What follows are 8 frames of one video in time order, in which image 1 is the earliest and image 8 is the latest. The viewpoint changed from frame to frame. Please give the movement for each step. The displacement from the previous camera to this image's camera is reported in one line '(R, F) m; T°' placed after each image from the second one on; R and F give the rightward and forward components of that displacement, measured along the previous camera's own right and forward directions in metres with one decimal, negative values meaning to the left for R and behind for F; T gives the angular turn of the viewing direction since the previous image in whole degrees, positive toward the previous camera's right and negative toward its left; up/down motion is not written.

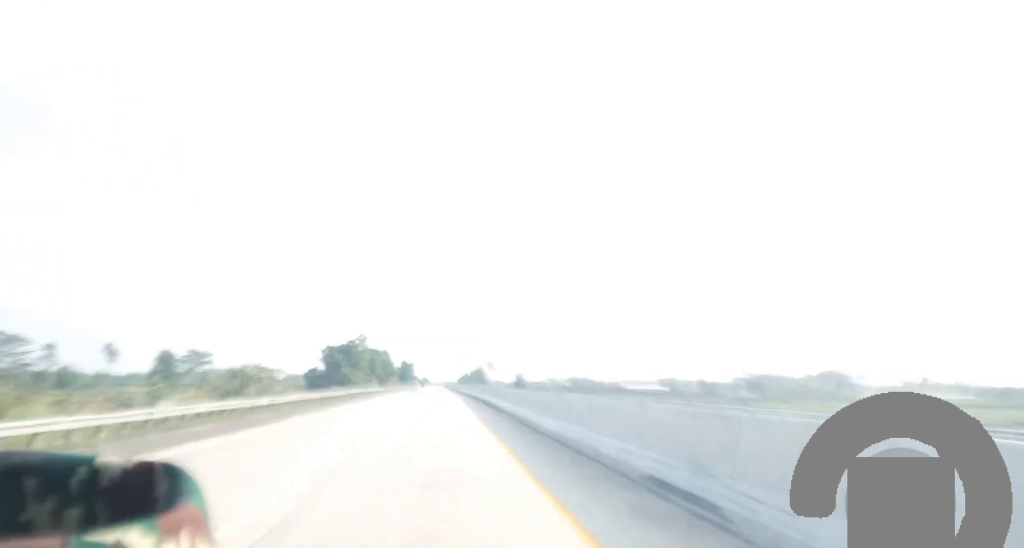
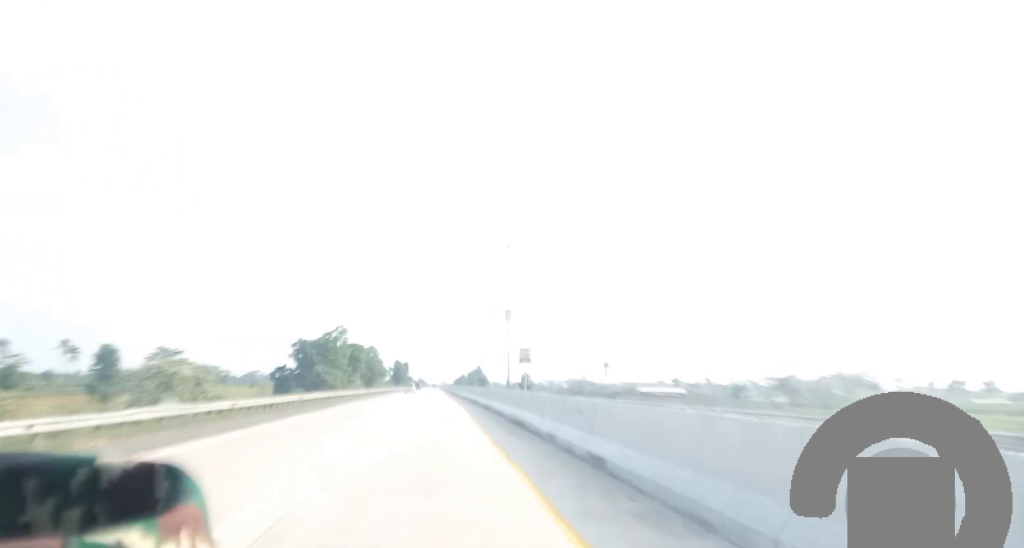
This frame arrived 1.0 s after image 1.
(-0.1, +27.7) m; -1°
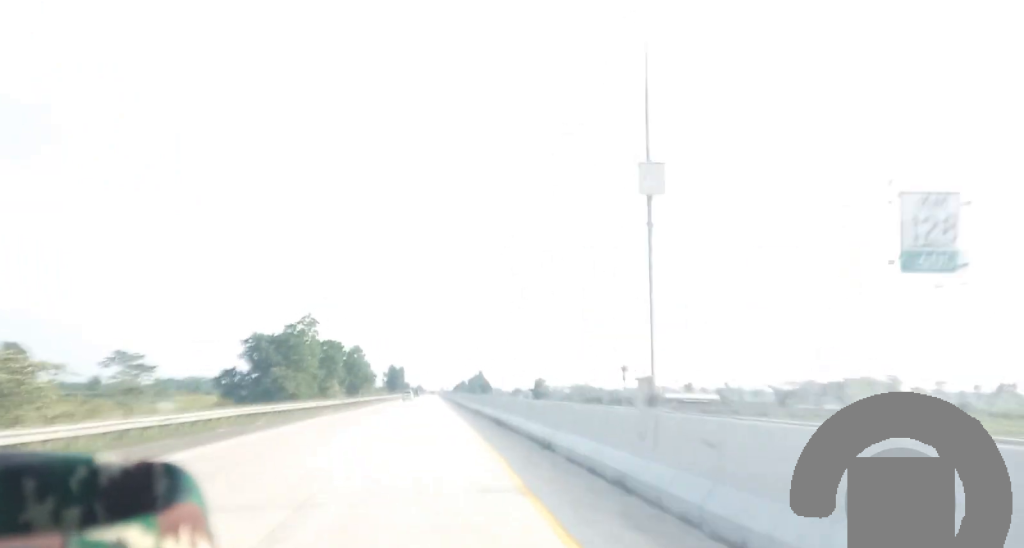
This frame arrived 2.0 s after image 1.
(-0.2, +28.8) m; -1°
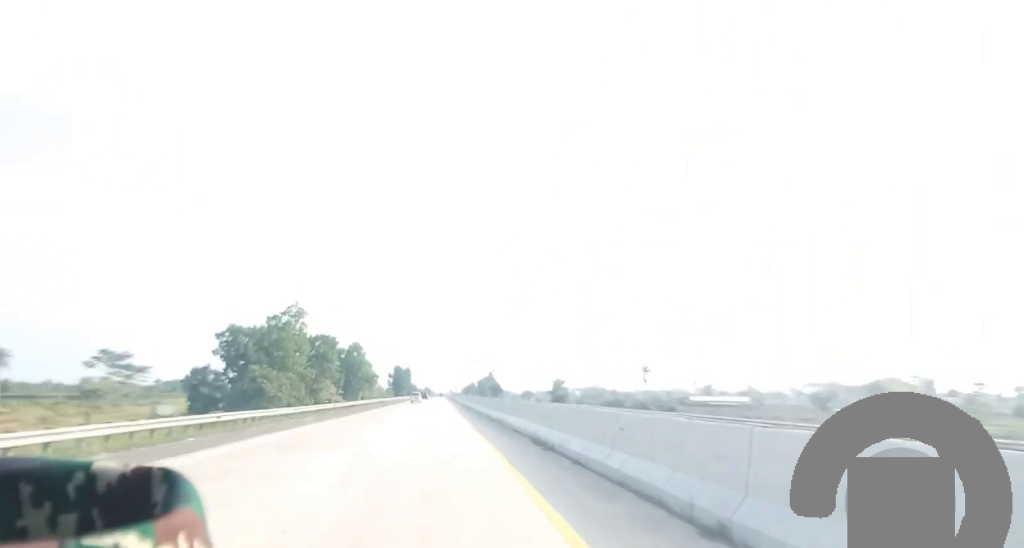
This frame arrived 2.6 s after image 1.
(+0.1, +14.9) m; 0°
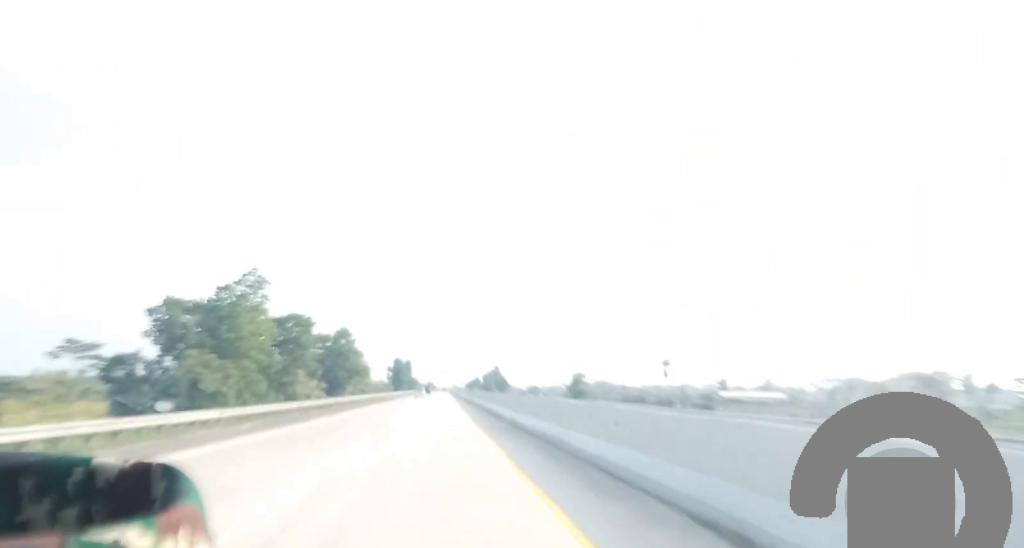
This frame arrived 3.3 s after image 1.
(-0.1, +19.5) m; 0°
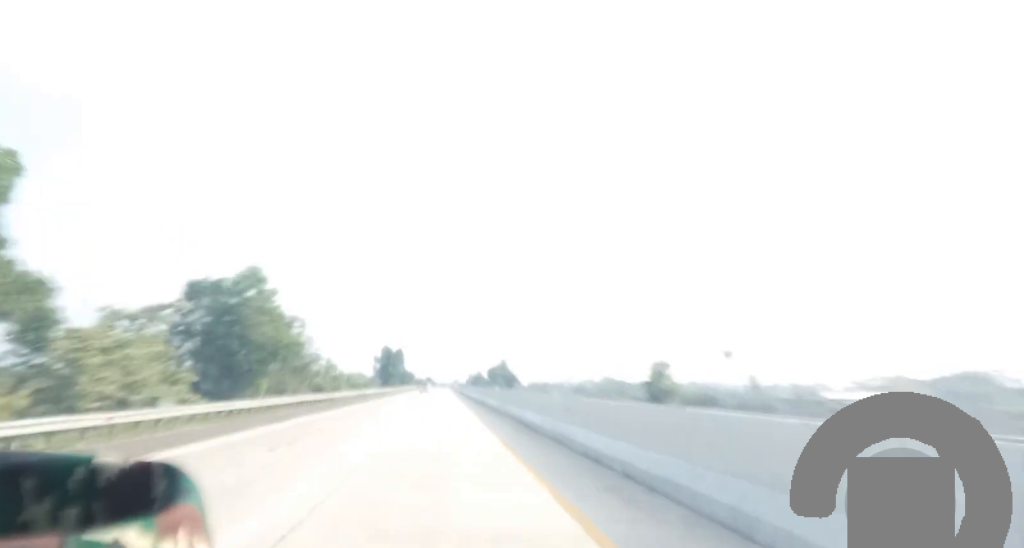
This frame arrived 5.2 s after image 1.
(-0.4, +53.2) m; 0°
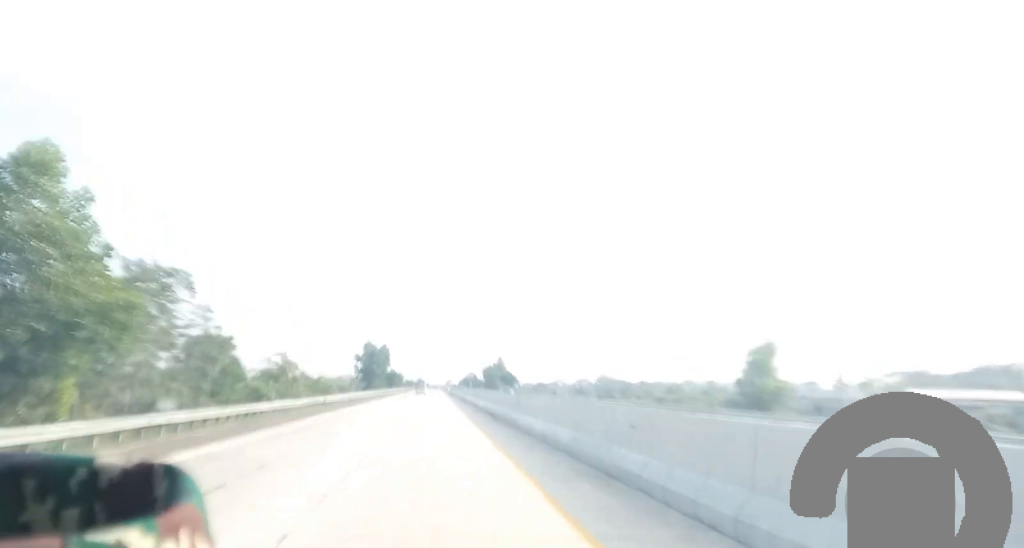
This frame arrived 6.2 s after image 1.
(+0.1, +28.2) m; +1°
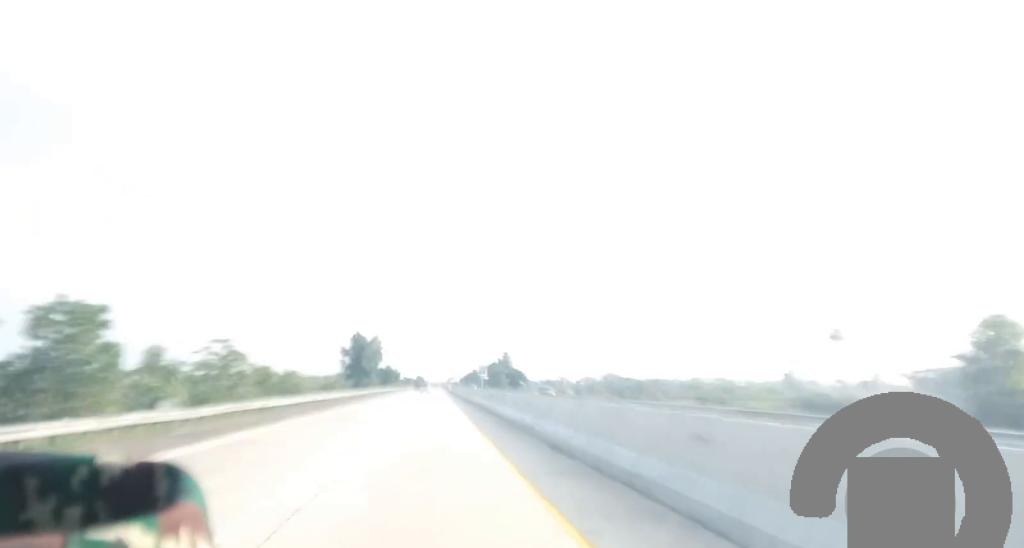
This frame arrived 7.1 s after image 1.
(+0.2, +25.4) m; +1°
